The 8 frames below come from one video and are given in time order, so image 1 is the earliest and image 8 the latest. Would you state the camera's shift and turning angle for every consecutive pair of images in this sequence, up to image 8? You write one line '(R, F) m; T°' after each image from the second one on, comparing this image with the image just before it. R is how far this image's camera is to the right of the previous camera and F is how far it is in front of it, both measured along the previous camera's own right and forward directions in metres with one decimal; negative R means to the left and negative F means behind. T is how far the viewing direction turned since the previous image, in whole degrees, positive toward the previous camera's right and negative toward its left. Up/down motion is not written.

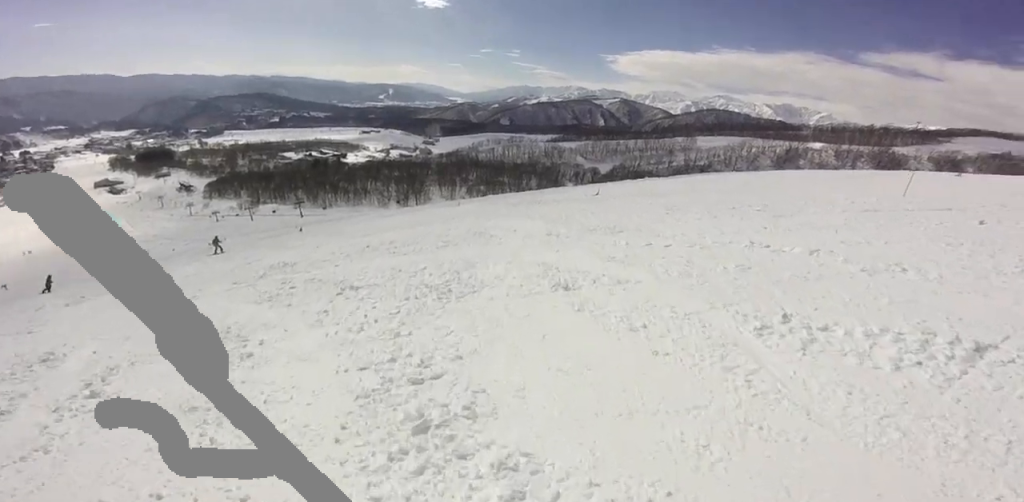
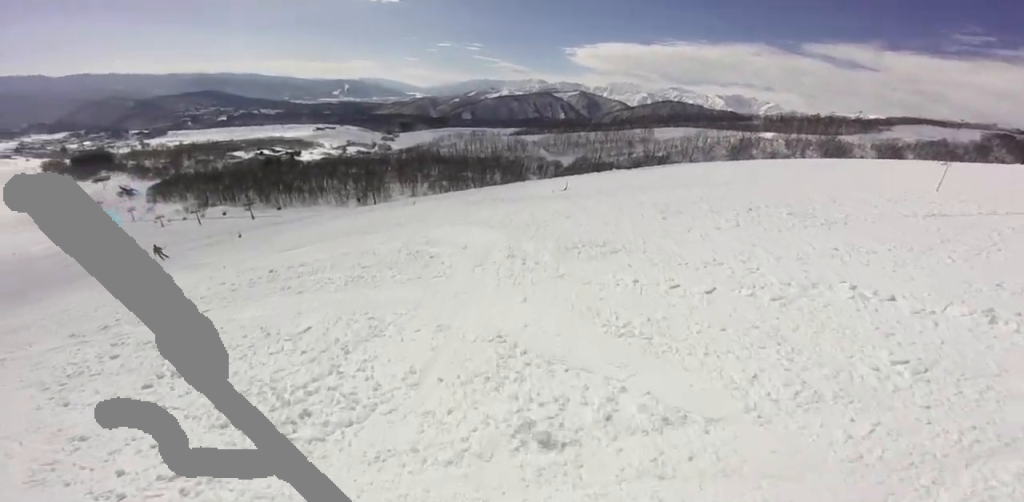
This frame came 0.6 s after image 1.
(+0.7, +2.8) m; -8°
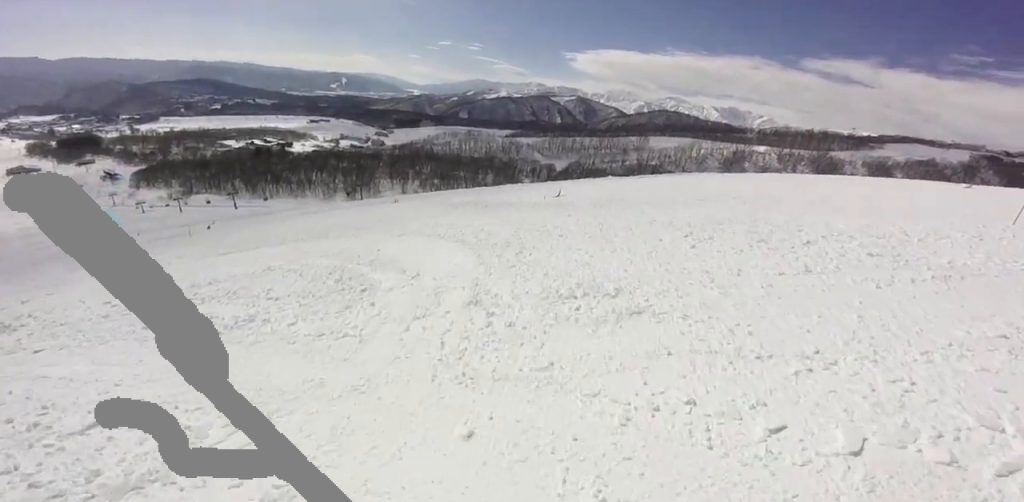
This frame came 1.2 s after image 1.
(+0.2, +2.3) m; -10°
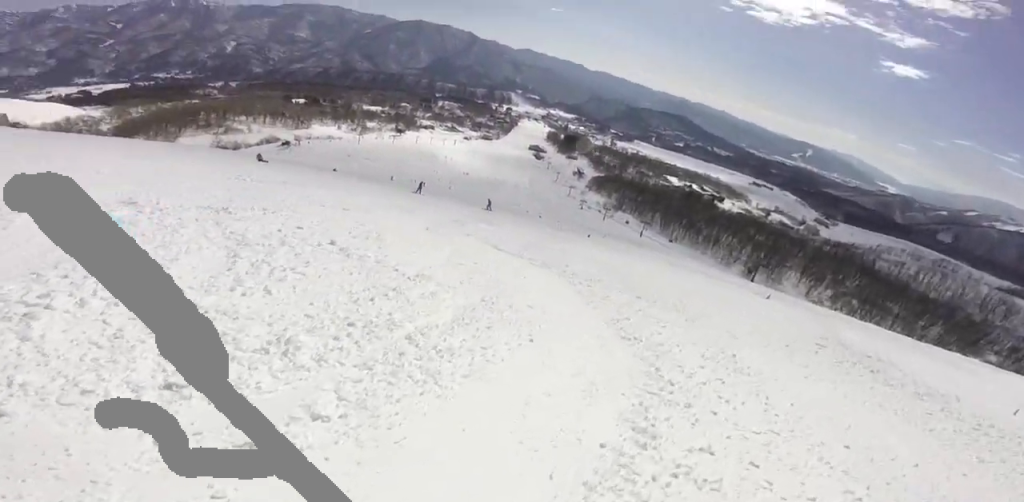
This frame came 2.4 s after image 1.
(-2.6, +5.8) m; -42°
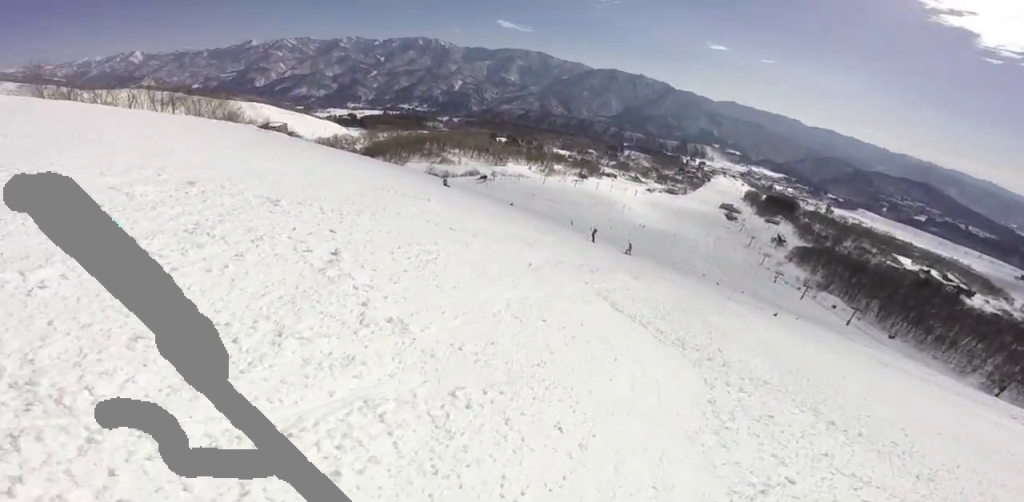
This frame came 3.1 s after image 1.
(-0.1, +2.9) m; -19°
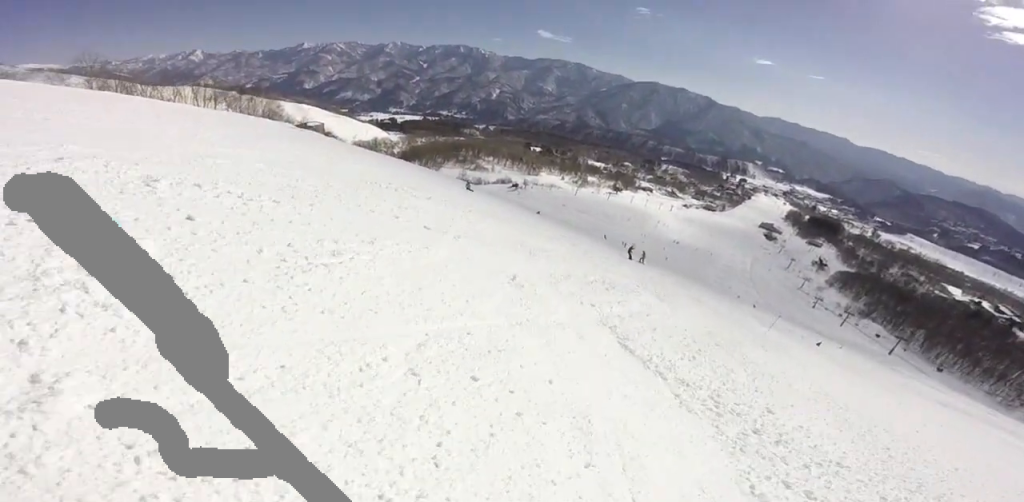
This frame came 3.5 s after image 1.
(-0.8, +1.9) m; -4°
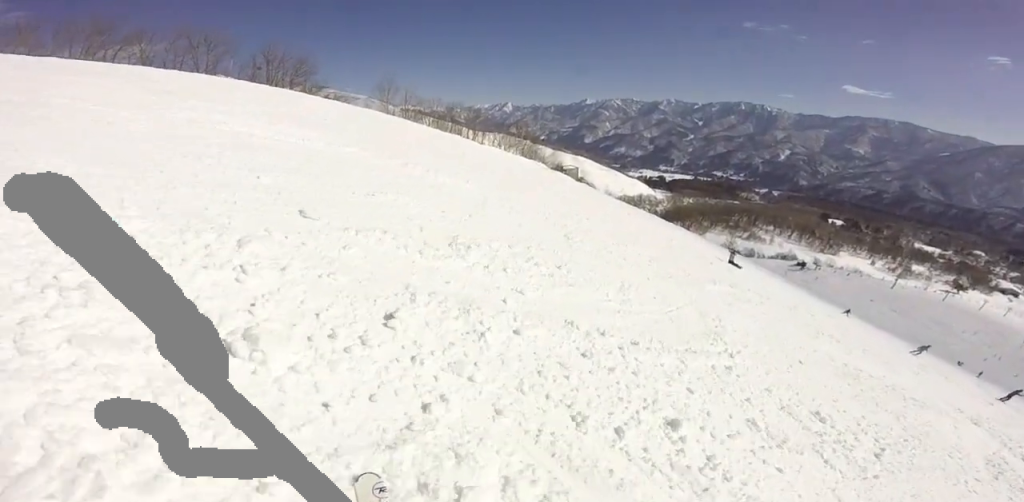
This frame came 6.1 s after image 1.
(-0.7, +10.2) m; -17°
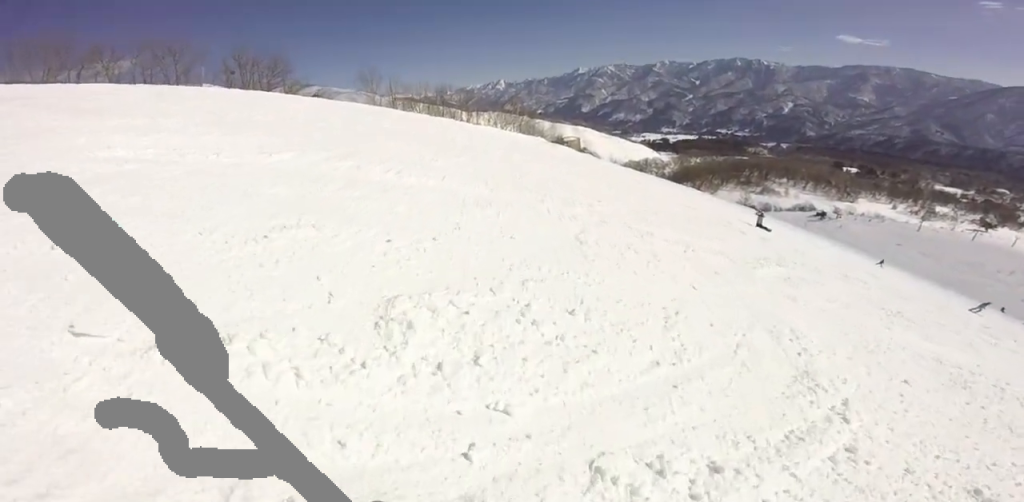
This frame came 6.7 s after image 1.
(-0.1, +1.6) m; -6°
